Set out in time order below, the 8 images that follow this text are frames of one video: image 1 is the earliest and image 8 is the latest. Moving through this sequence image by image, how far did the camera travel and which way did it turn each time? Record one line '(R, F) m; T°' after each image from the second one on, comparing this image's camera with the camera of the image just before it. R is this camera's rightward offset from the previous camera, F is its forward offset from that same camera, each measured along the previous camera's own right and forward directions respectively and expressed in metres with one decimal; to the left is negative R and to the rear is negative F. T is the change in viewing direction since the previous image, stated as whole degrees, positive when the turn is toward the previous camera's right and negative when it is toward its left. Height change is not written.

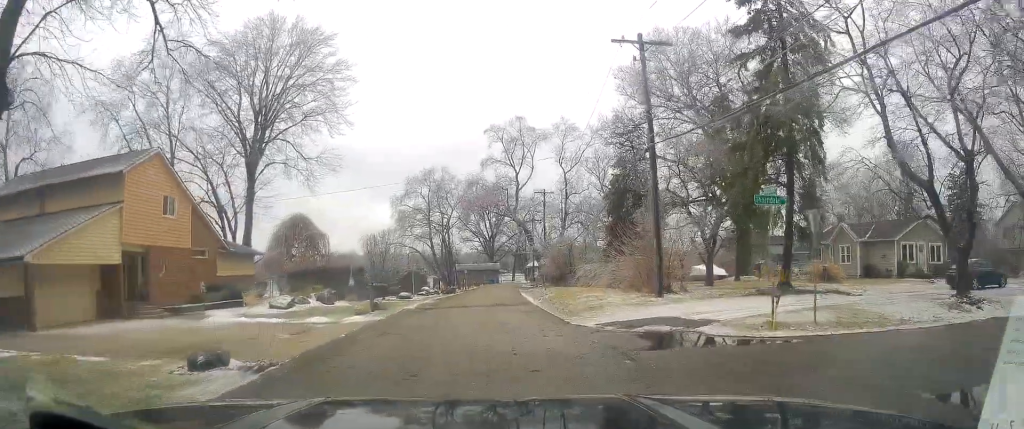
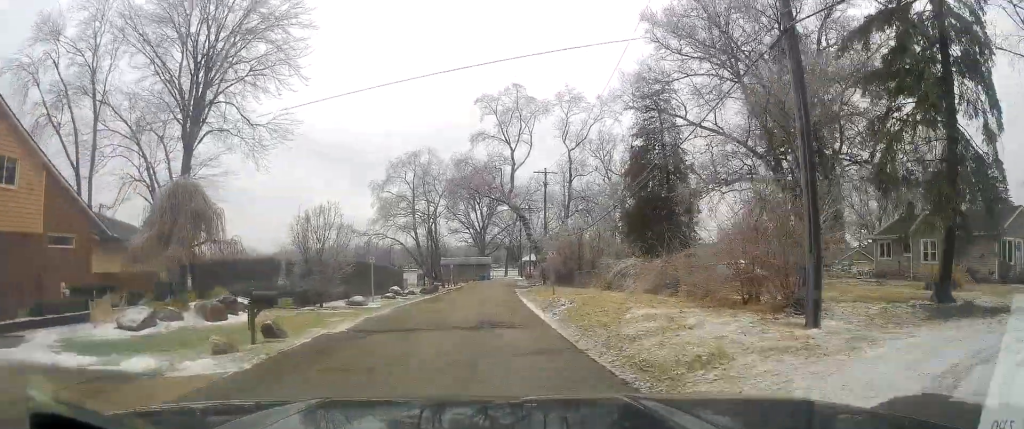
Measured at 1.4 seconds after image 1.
(+0.1, +11.6) m; +1°
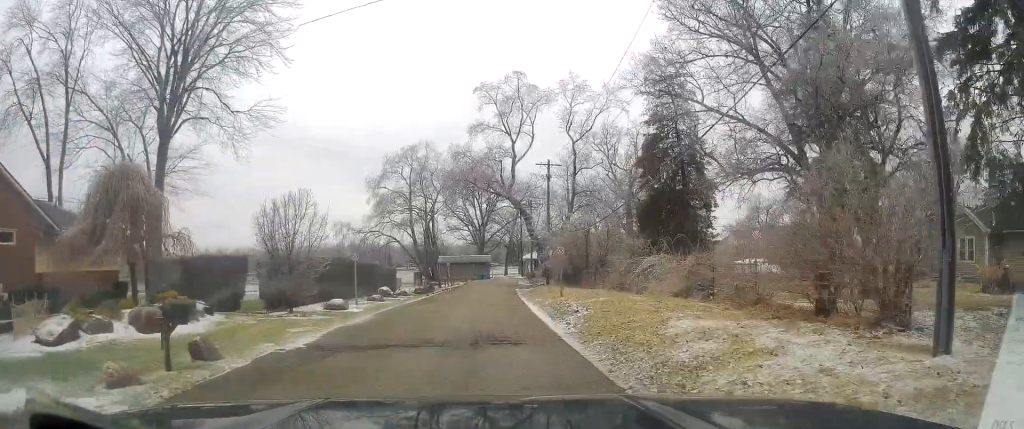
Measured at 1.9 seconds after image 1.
(0.0, +3.8) m; 0°
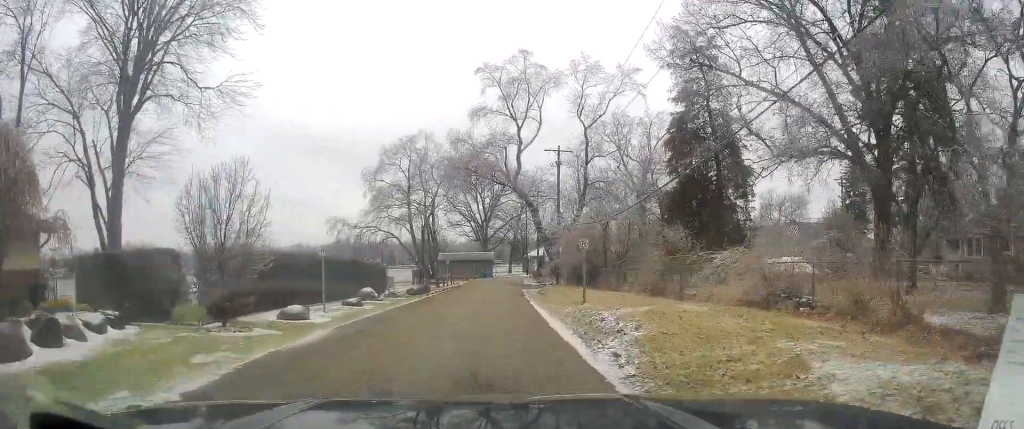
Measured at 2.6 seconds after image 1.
(0.0, +5.9) m; -2°
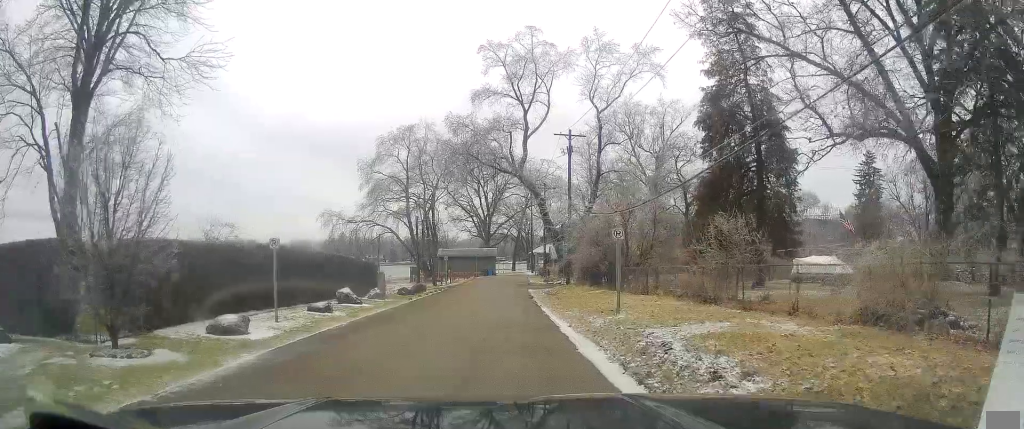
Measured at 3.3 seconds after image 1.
(0.0, +5.3) m; -2°
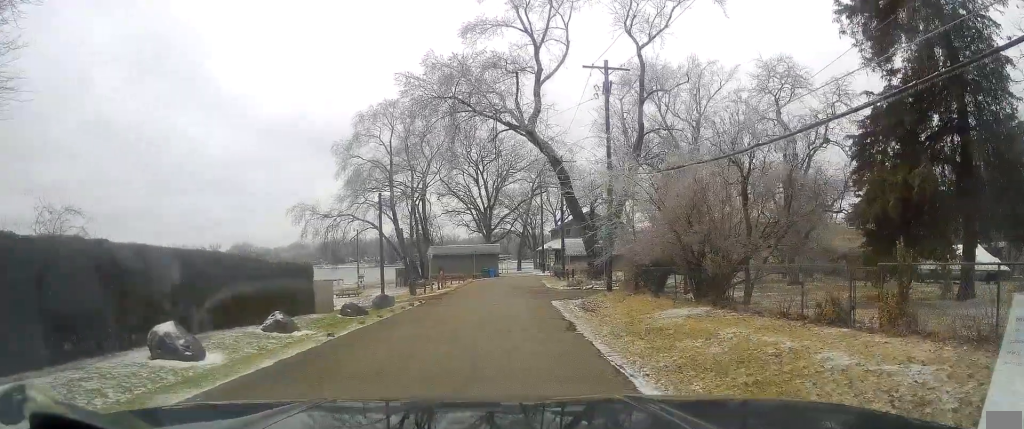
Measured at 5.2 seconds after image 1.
(+0.2, +15.3) m; +4°
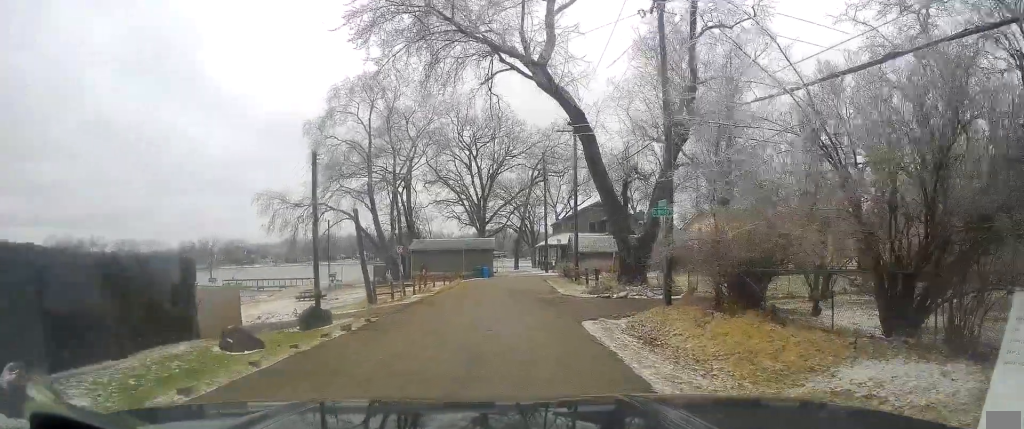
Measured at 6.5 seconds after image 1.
(0.0, +10.1) m; 0°
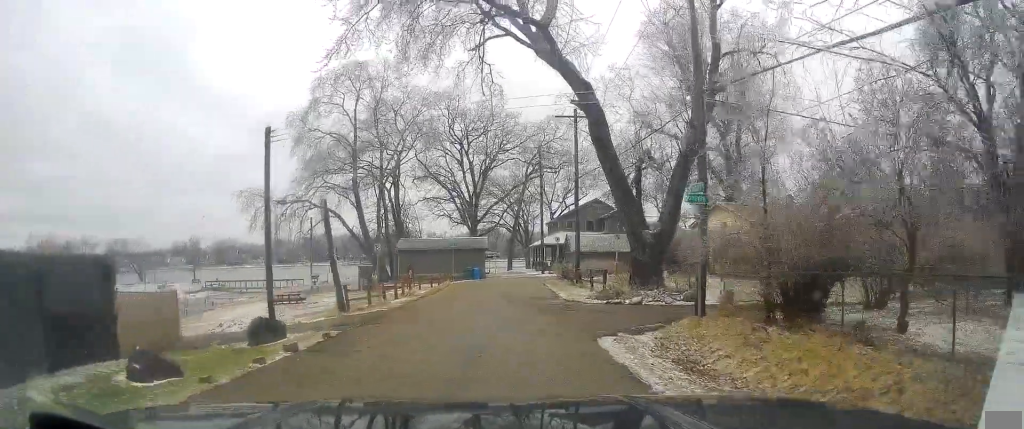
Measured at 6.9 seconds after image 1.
(0.0, +3.5) m; 0°
